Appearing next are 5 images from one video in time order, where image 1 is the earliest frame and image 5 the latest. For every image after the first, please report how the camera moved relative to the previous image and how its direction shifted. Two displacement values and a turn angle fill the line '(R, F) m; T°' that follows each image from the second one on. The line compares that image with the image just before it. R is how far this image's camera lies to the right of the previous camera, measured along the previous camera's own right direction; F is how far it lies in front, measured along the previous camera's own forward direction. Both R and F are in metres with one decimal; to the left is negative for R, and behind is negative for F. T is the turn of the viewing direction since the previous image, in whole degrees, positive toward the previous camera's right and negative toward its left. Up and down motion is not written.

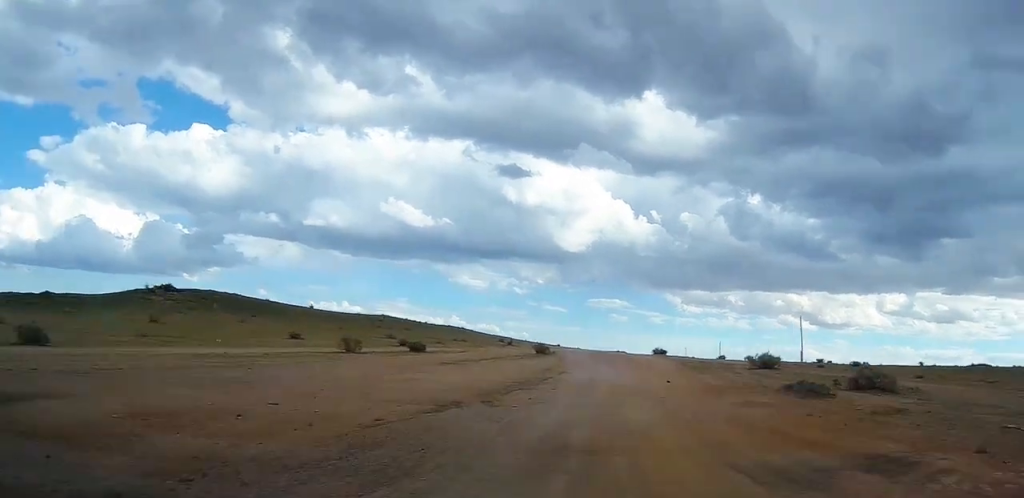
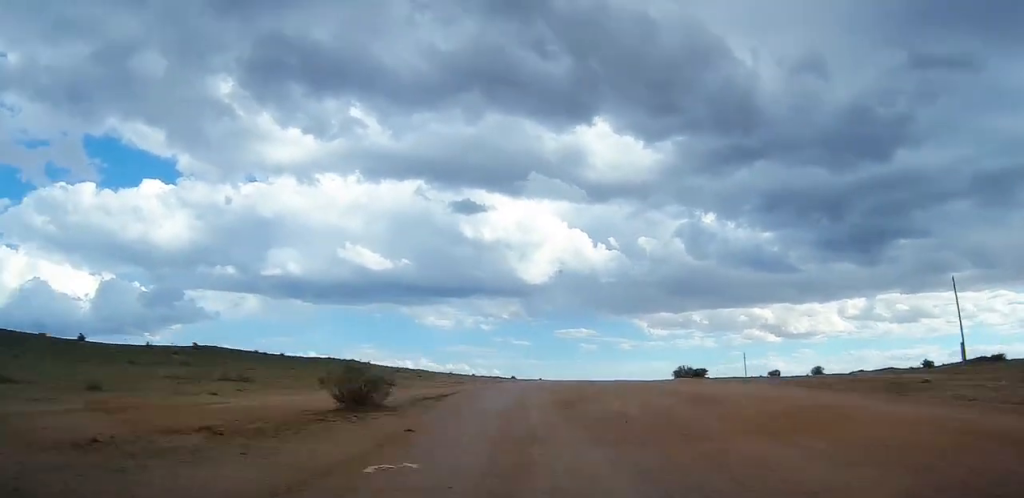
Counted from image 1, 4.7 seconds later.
(-1.7, +45.2) m; +2°
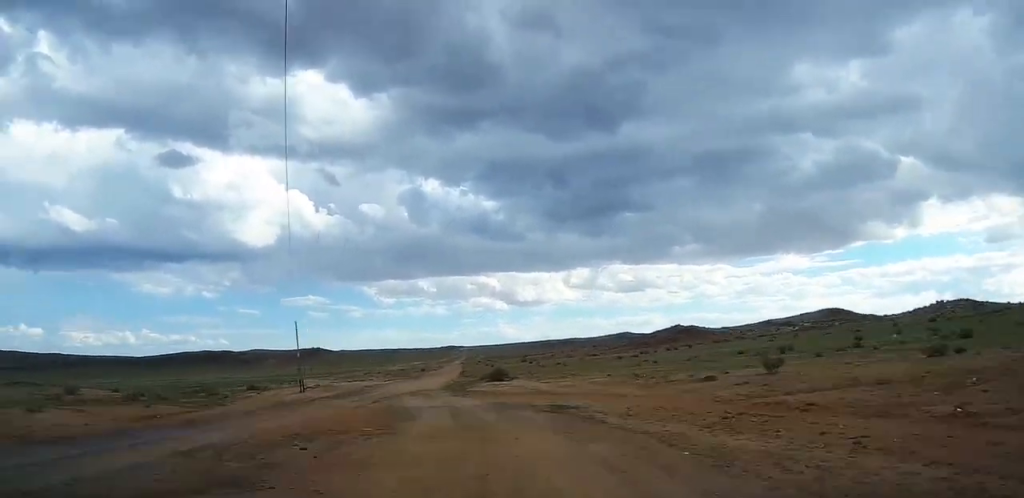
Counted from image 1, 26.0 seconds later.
(+25.3, +181.4) m; +10°
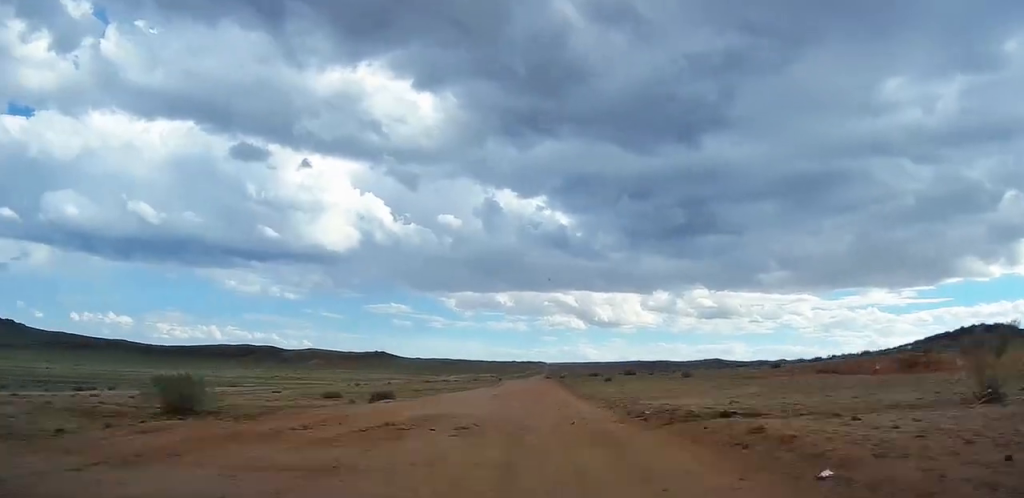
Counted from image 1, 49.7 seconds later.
(-2.7, +211.8) m; -1°
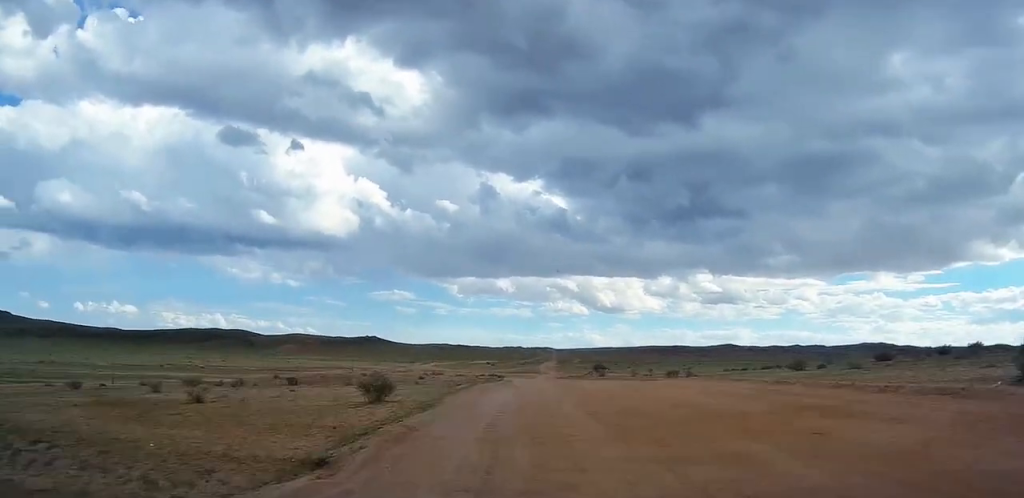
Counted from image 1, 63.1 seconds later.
(-0.9, +121.9) m; 0°
